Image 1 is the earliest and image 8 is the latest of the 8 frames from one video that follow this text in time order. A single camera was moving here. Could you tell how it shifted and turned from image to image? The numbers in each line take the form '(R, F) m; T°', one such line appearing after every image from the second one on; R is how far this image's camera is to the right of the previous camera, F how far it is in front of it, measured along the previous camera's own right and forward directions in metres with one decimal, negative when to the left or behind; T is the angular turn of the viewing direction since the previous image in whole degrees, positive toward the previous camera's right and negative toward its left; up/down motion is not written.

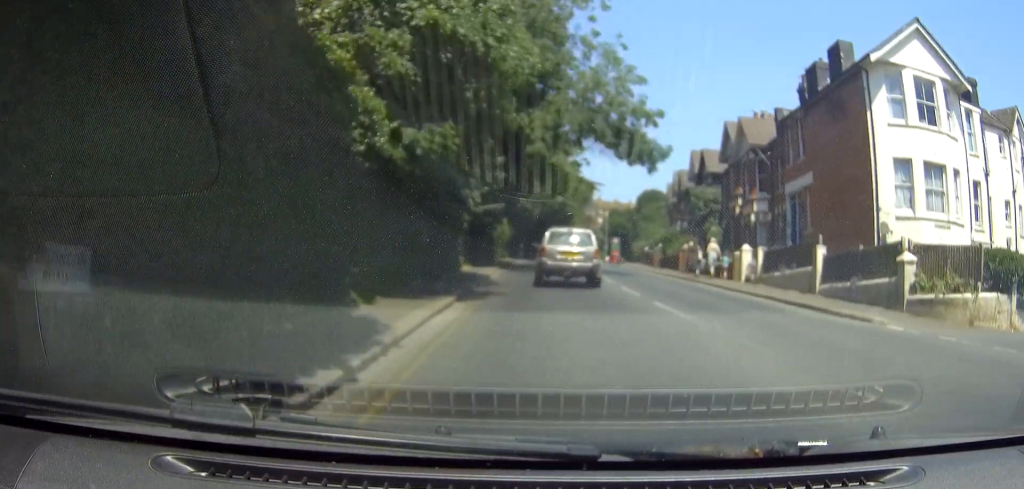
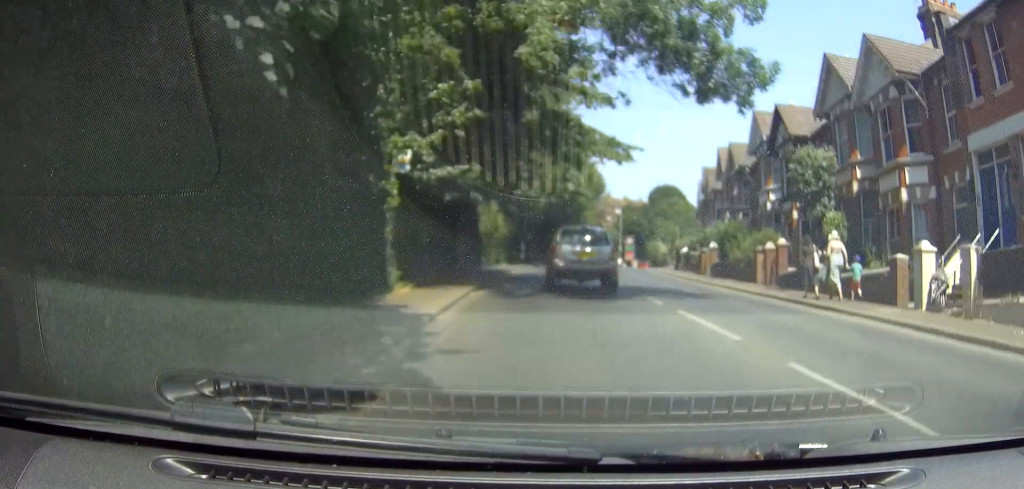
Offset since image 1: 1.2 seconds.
(0.0, +14.1) m; 0°
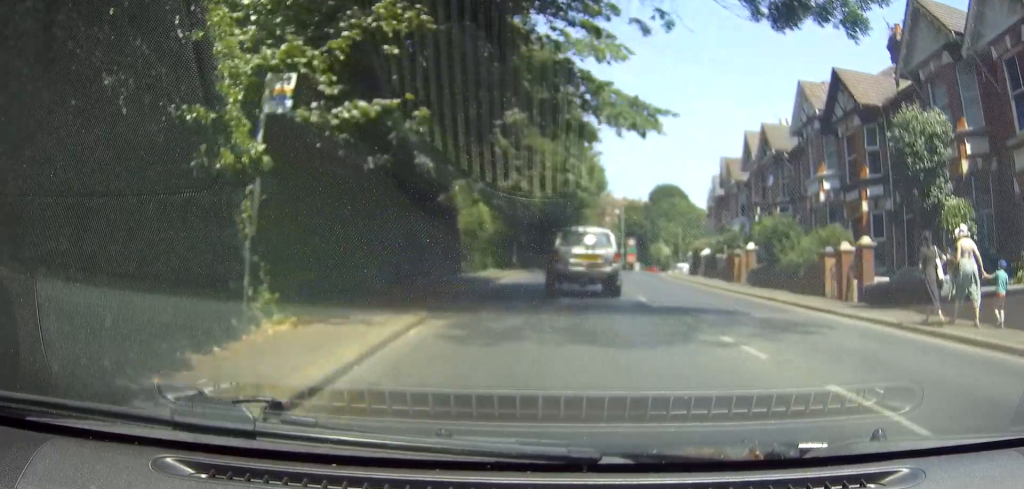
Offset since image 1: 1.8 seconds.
(0.0, +7.2) m; 0°
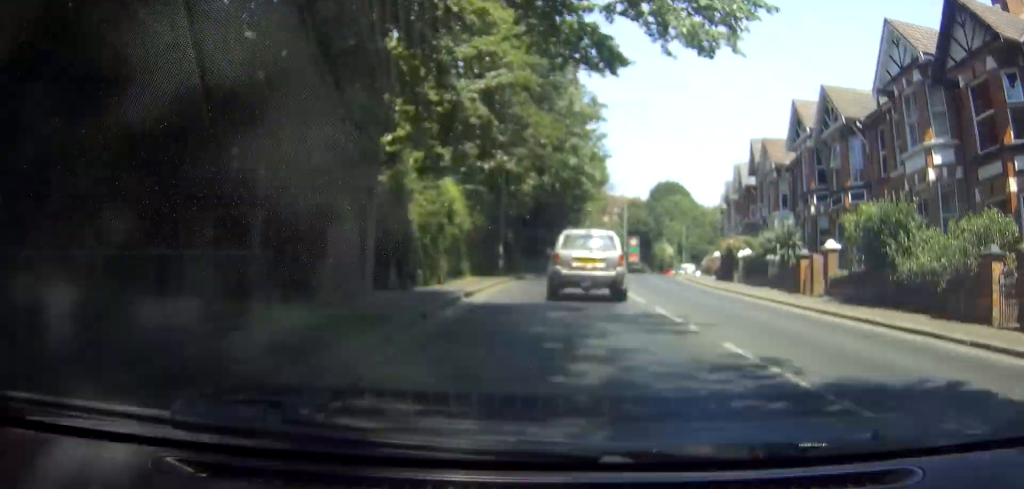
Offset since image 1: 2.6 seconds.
(+0.1, +8.7) m; +1°
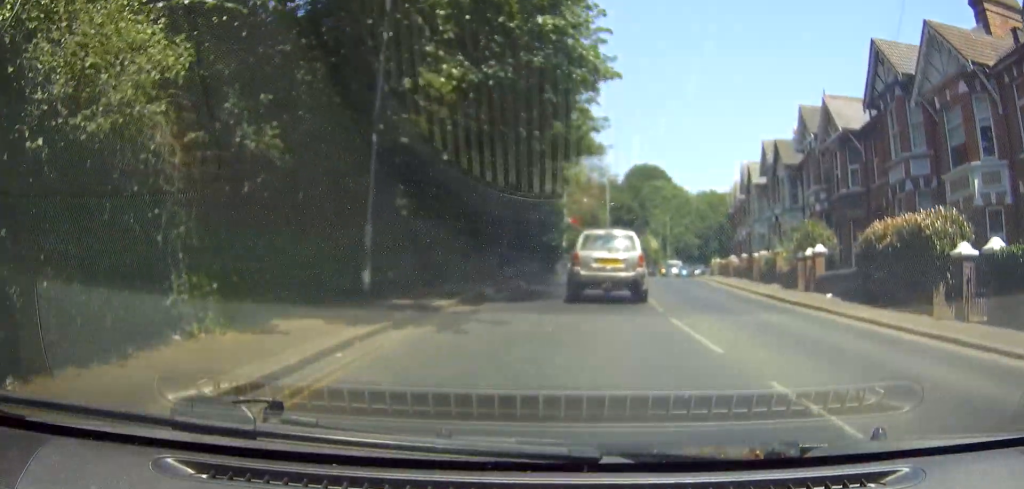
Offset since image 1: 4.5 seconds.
(+0.5, +20.2) m; +2°
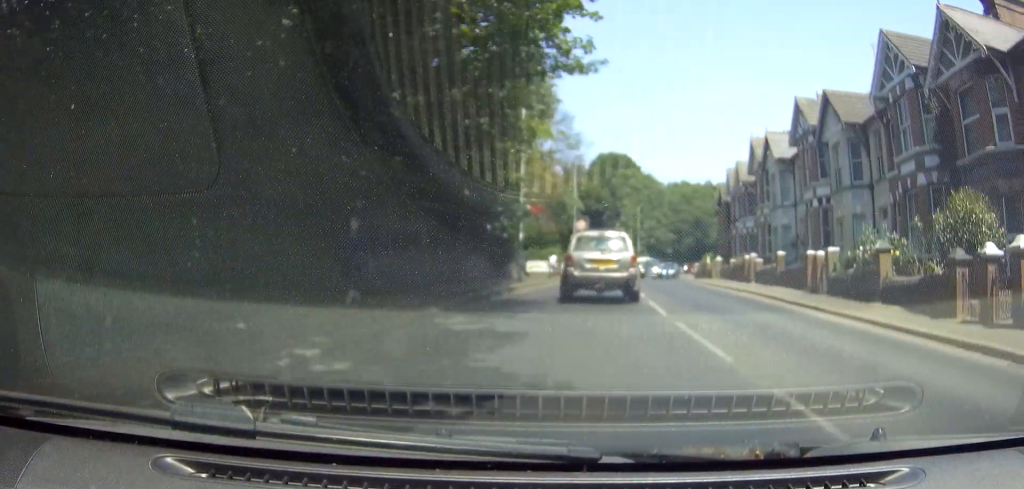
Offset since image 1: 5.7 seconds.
(+0.2, +12.6) m; +3°
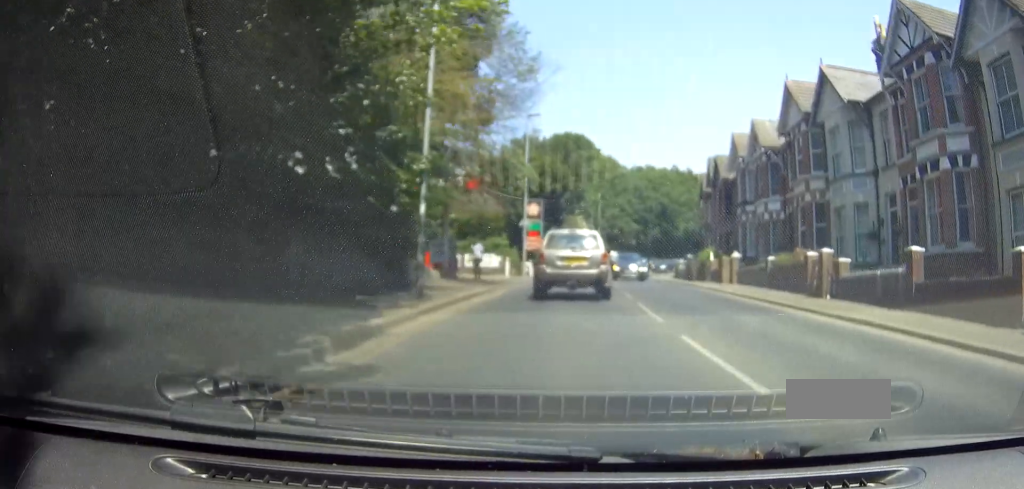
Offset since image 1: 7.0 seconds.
(+0.5, +14.2) m; +5°
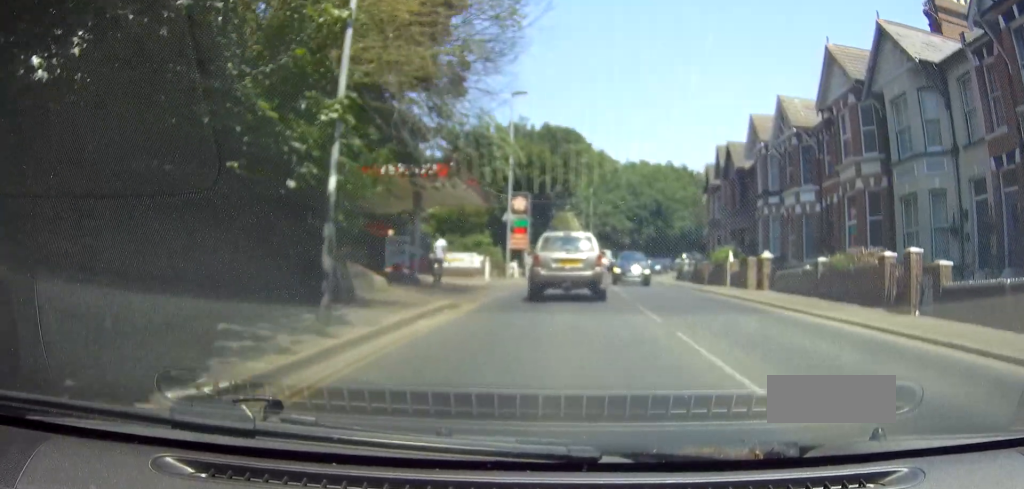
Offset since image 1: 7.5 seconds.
(+0.2, +5.9) m; +1°
